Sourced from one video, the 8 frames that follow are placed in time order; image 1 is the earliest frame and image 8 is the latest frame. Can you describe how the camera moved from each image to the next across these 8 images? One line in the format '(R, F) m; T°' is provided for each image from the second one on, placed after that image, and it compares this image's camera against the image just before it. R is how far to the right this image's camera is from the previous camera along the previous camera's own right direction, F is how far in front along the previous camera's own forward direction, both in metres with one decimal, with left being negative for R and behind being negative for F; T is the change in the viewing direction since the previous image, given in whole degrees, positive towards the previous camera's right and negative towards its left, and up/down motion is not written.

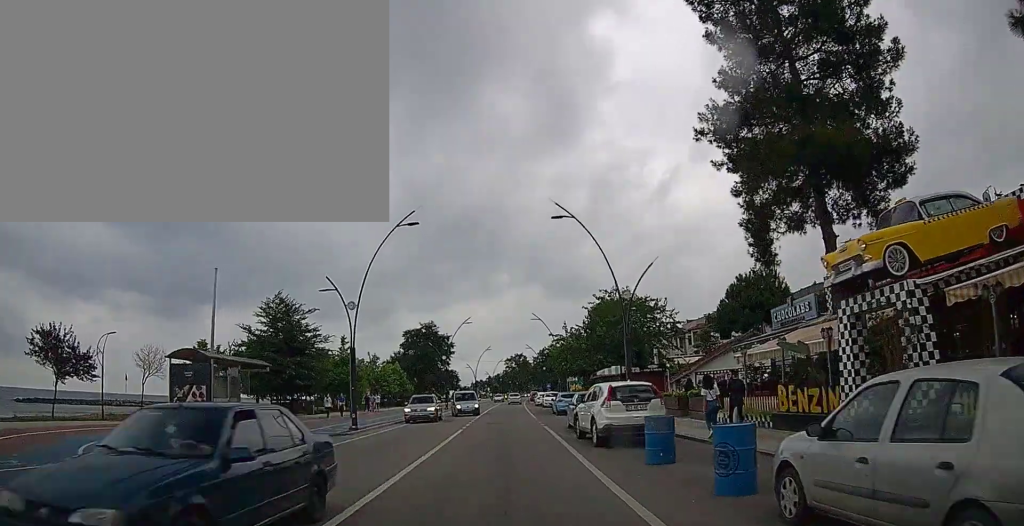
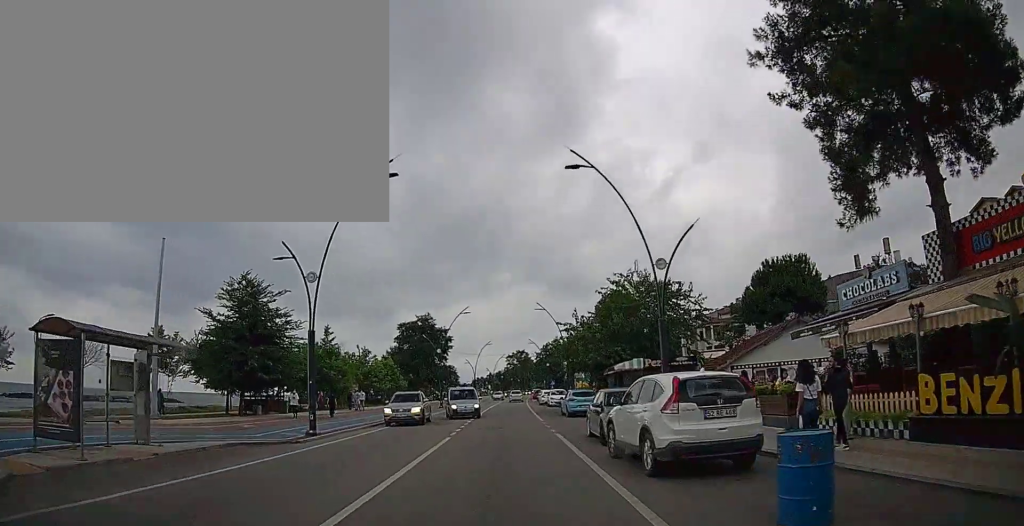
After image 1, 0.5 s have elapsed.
(+0.1, +5.3) m; 0°
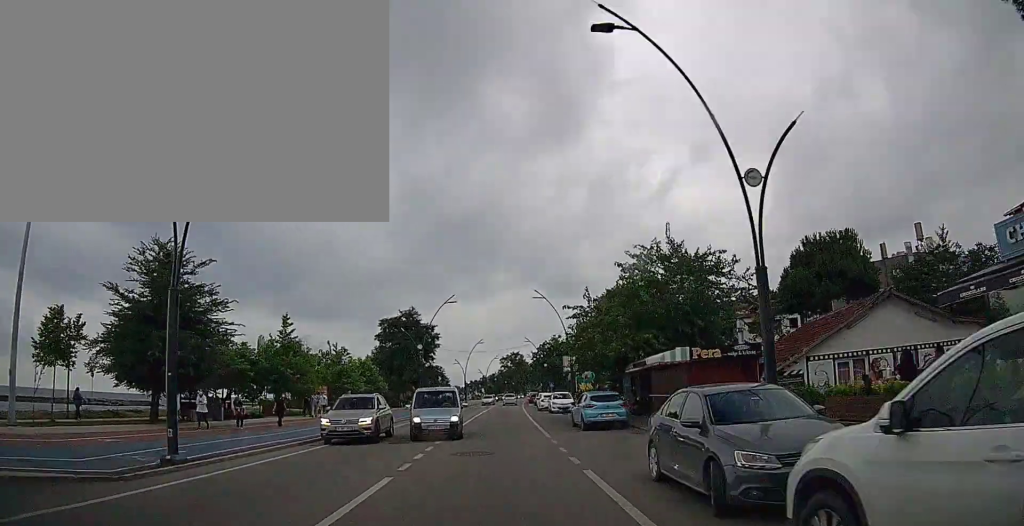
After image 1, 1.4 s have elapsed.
(-0.2, +8.7) m; 0°
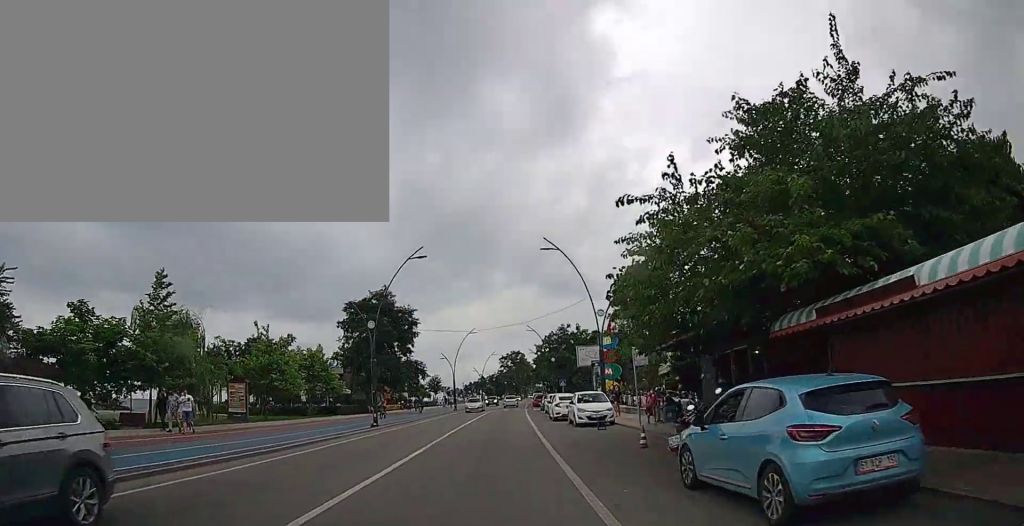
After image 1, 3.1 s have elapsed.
(+0.2, +16.5) m; +1°
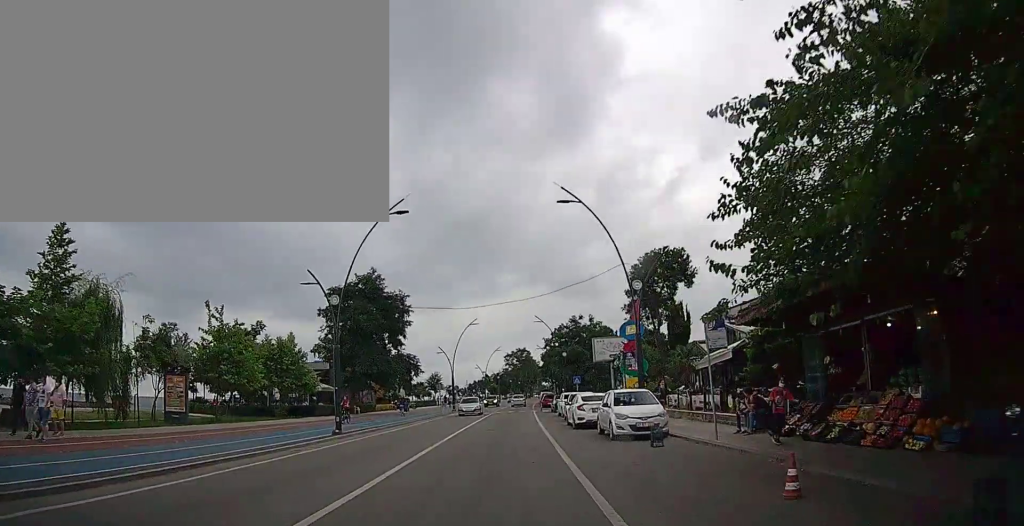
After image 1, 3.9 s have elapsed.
(0.0, +7.4) m; 0°
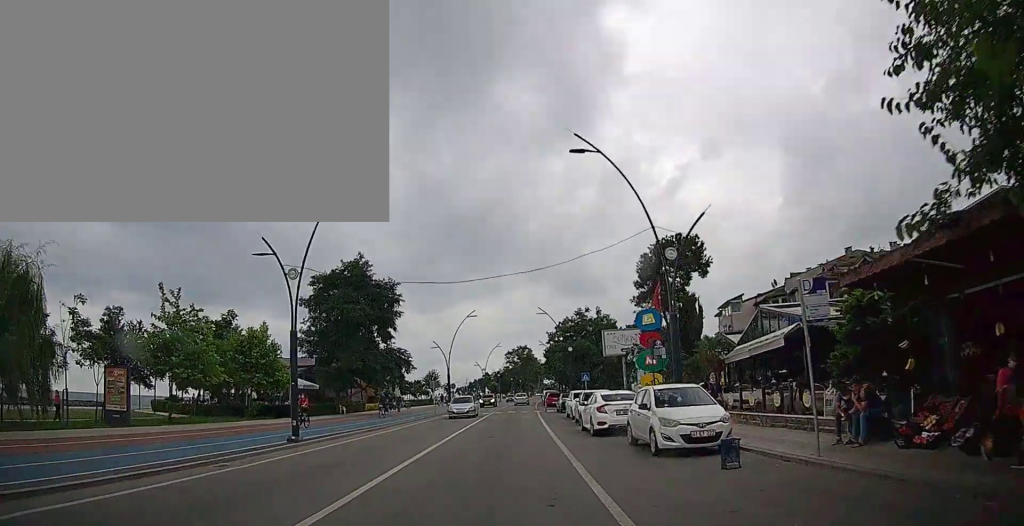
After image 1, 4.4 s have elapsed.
(0.0, +4.7) m; 0°
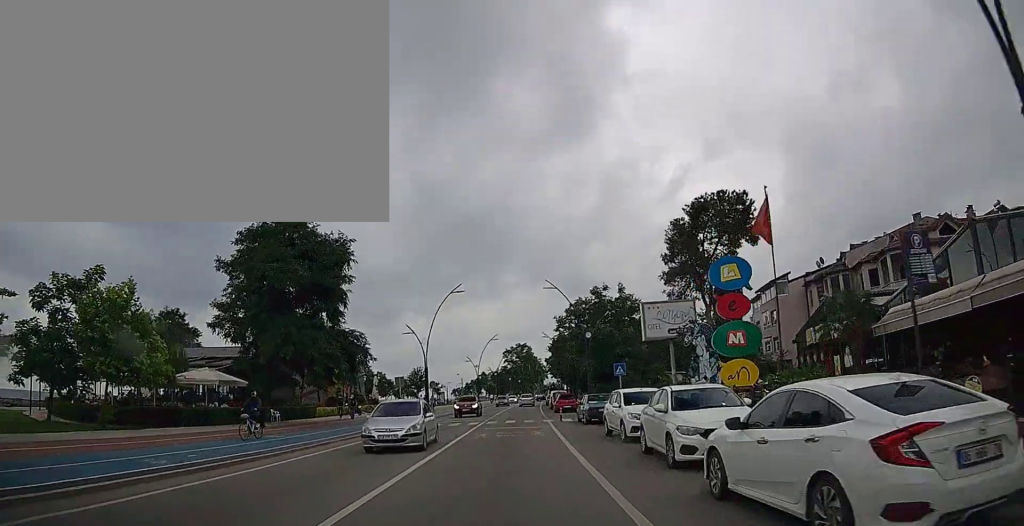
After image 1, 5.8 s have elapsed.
(0.0, +13.4) m; -1°
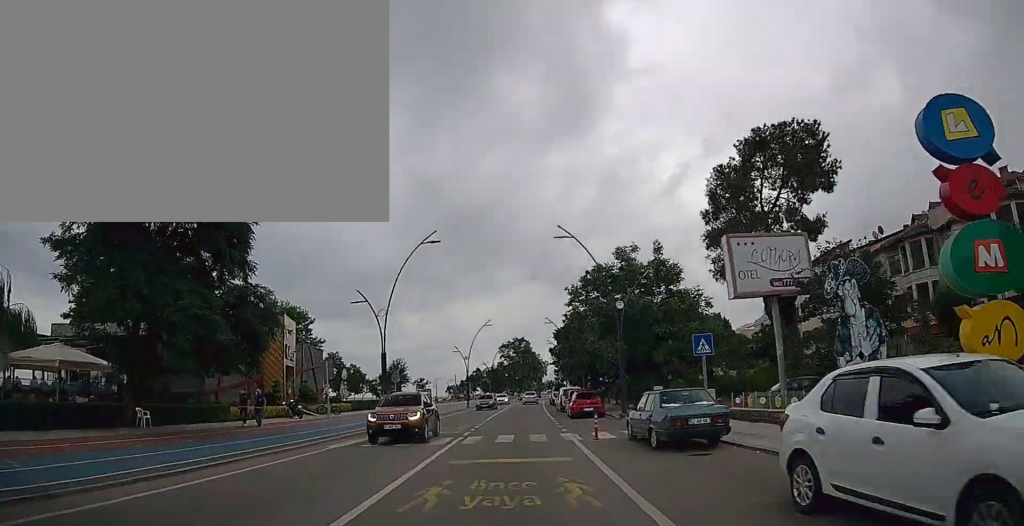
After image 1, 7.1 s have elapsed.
(-0.1, +12.9) m; 0°
